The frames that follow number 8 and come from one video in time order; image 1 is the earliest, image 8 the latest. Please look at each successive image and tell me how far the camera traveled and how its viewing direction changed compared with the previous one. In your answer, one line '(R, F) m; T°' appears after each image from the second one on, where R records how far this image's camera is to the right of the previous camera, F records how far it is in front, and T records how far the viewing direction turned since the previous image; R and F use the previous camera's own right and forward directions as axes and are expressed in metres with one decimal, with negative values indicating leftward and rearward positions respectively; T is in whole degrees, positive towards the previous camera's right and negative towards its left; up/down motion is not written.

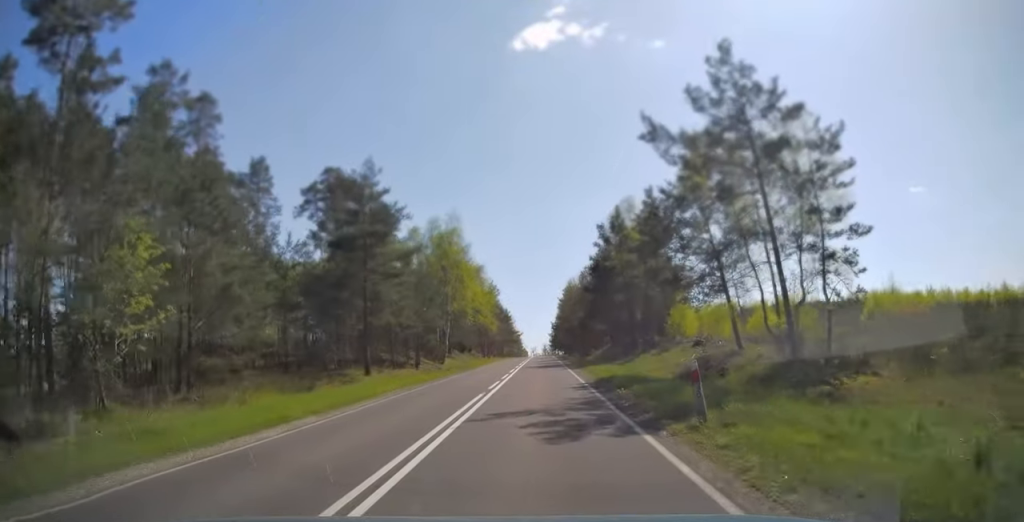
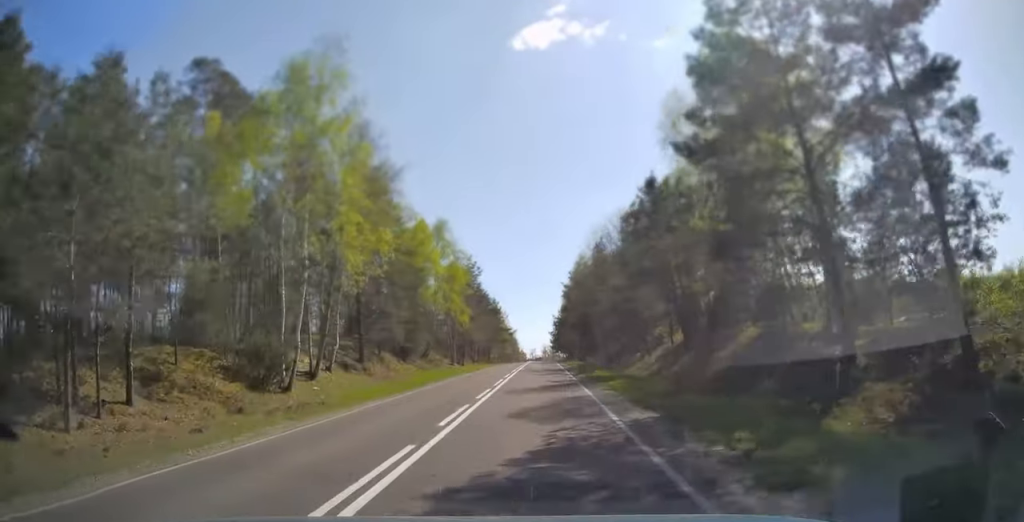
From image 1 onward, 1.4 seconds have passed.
(0.0, +33.7) m; 0°
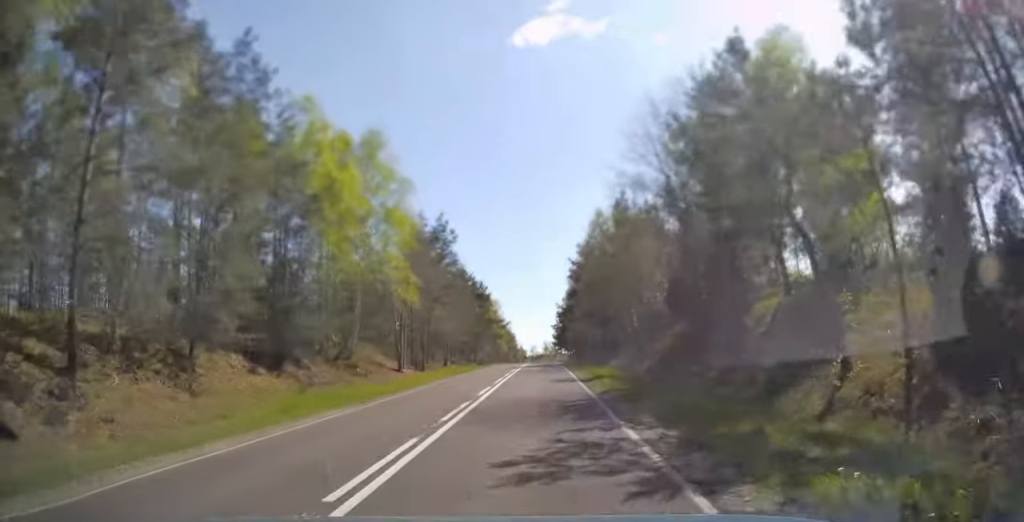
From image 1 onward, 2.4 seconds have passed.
(0.0, +23.9) m; 0°
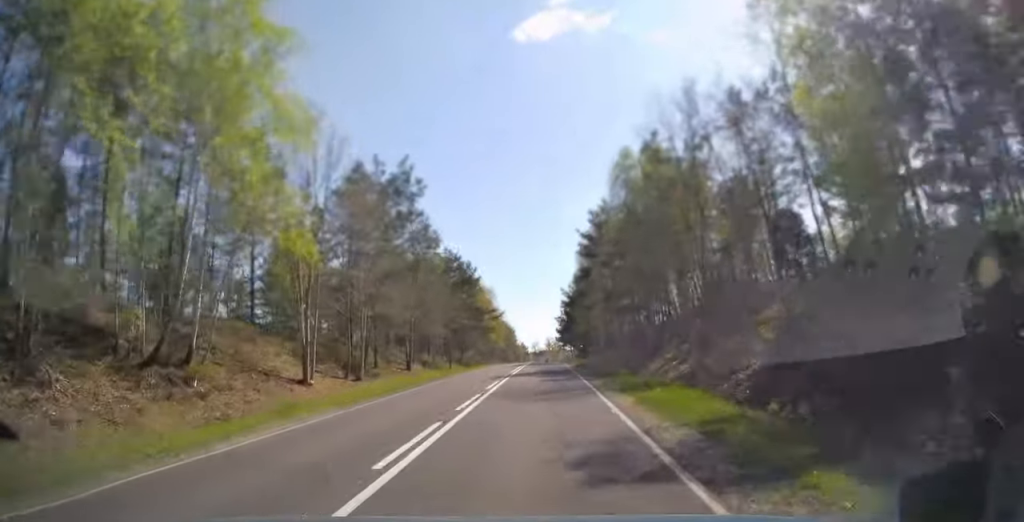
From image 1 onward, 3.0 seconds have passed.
(0.0, +16.7) m; 0°
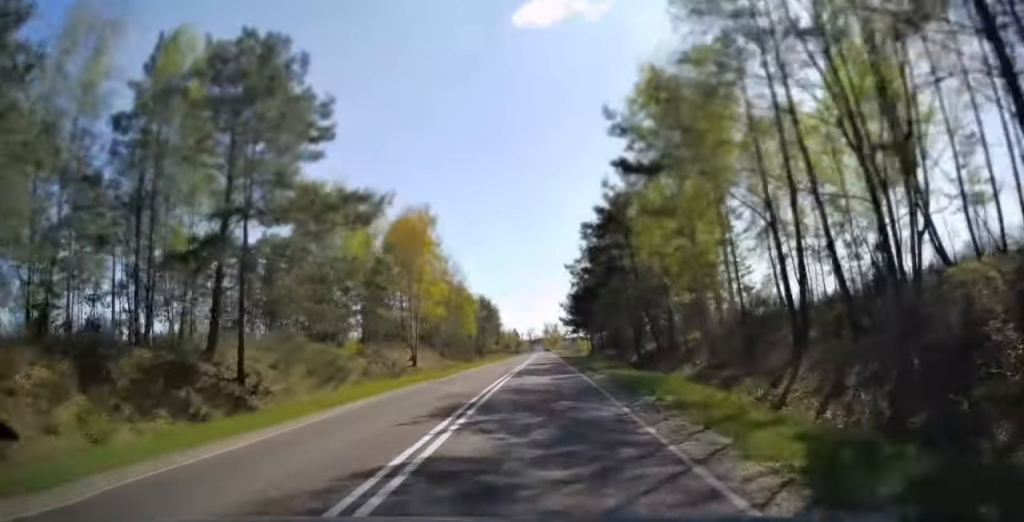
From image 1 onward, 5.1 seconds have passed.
(+0.2, +51.1) m; +1°
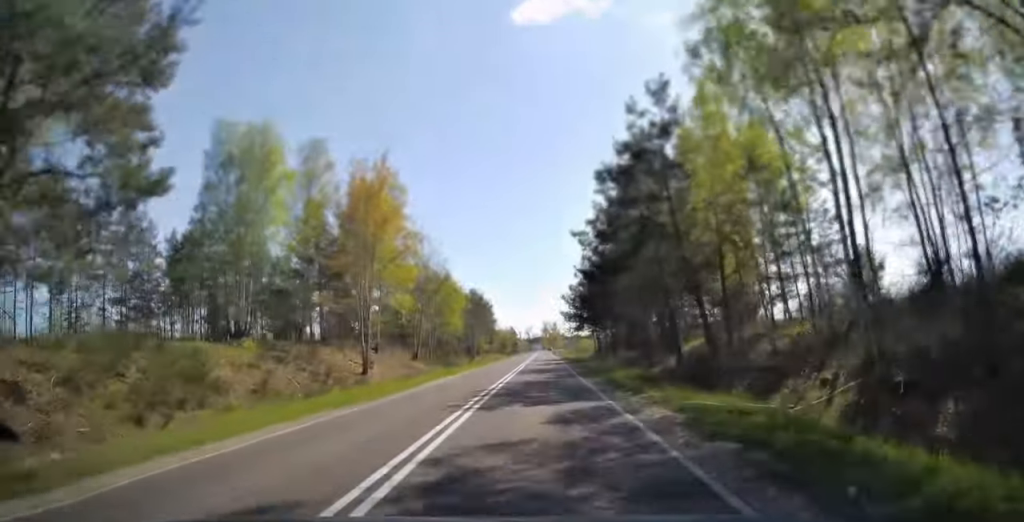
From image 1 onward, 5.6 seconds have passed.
(0.0, +11.5) m; 0°
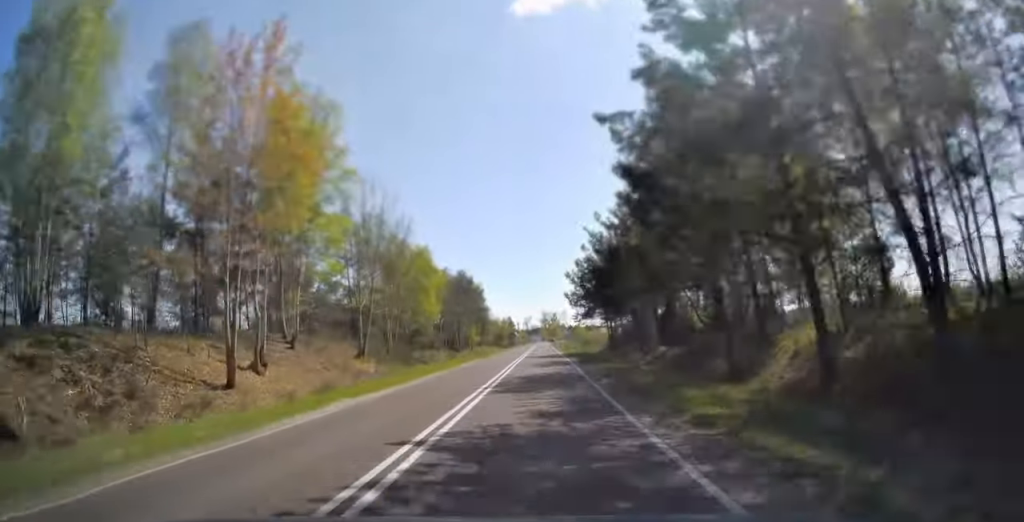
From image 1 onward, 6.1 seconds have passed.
(0.0, +13.9) m; 0°
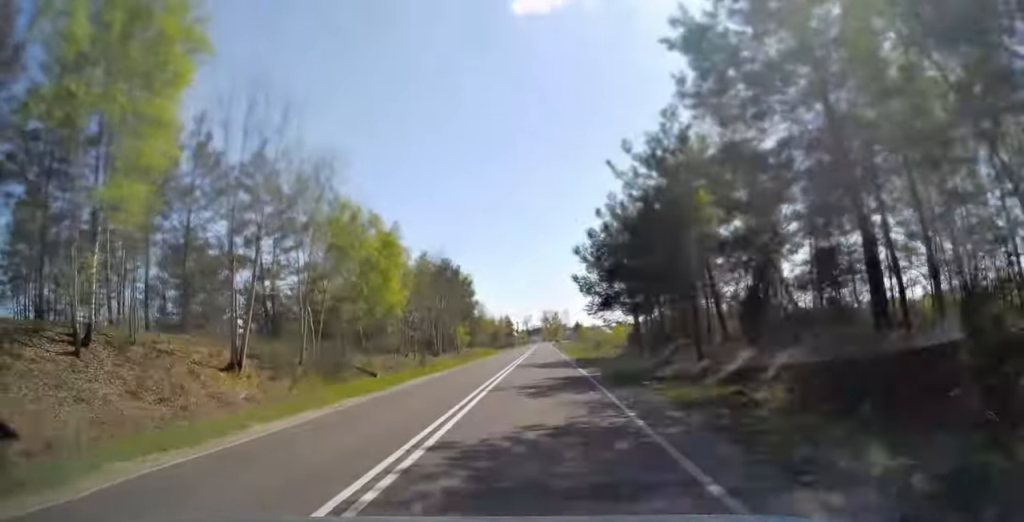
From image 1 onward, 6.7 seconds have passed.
(0.0, +14.2) m; 0°
